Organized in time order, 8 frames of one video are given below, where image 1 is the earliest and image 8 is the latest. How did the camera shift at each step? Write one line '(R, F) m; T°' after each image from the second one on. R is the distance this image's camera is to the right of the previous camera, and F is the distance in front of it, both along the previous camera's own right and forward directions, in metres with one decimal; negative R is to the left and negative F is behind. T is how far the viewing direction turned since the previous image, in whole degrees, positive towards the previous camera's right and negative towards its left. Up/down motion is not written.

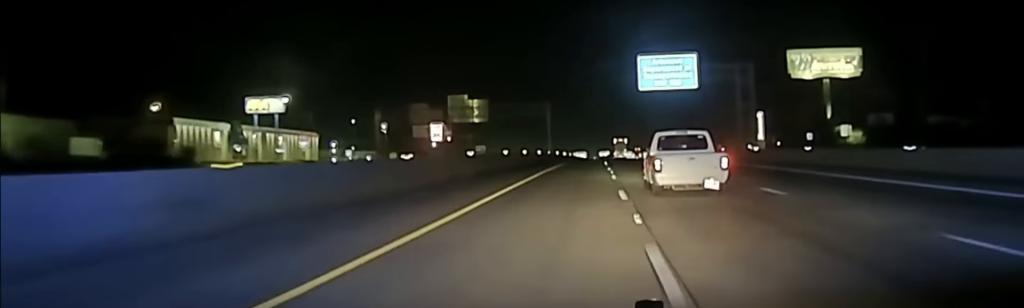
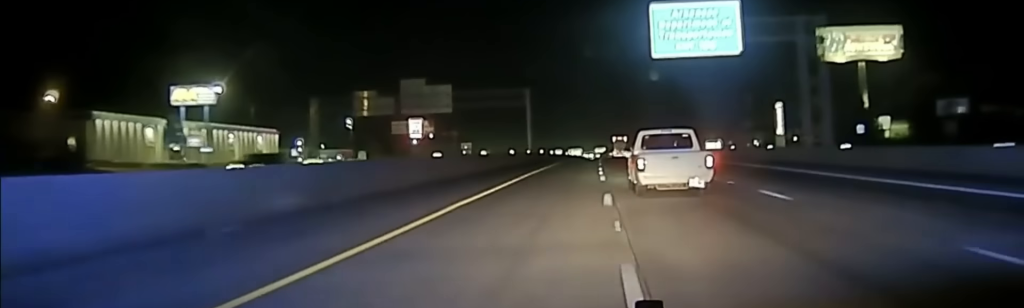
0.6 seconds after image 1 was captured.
(+0.1, +28.3) m; 0°
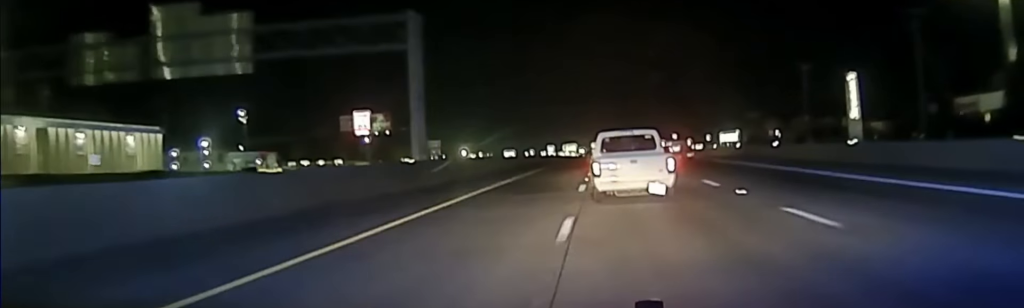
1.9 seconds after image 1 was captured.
(+0.1, +60.1) m; 0°
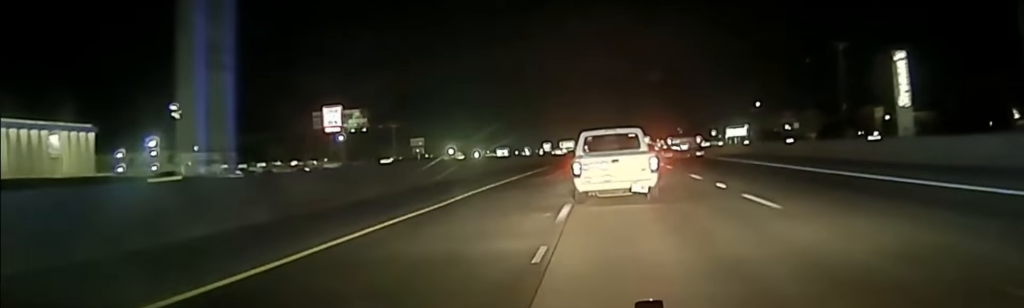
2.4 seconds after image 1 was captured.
(-0.1, +22.3) m; 0°
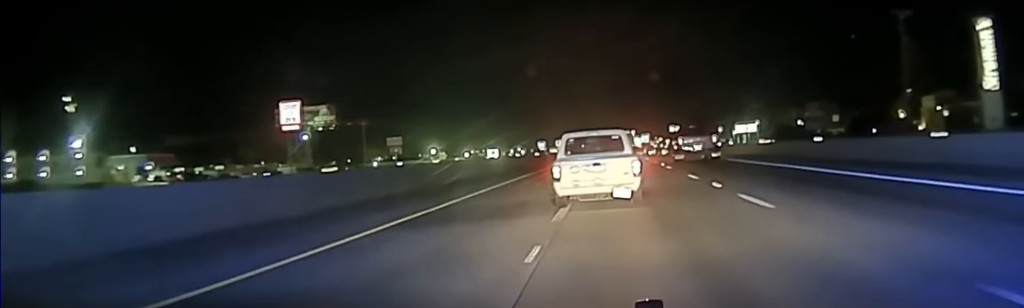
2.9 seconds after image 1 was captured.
(+0.2, +24.0) m; 0°
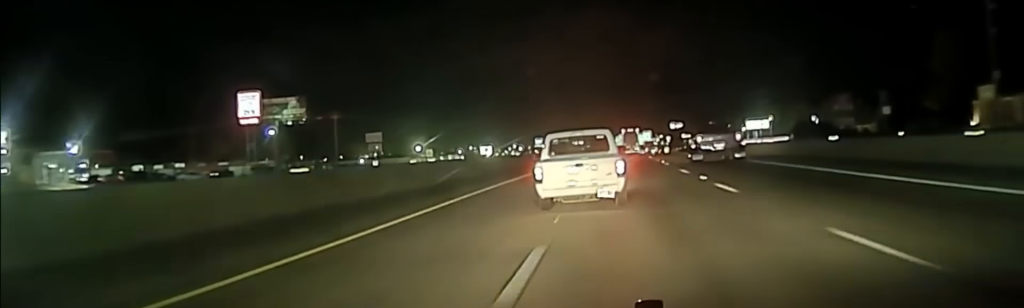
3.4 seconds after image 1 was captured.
(+0.1, +19.7) m; 0°
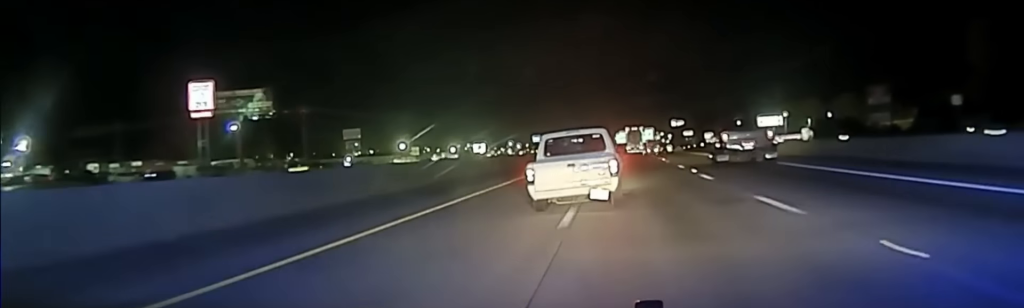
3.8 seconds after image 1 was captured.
(0.0, +18.1) m; 0°
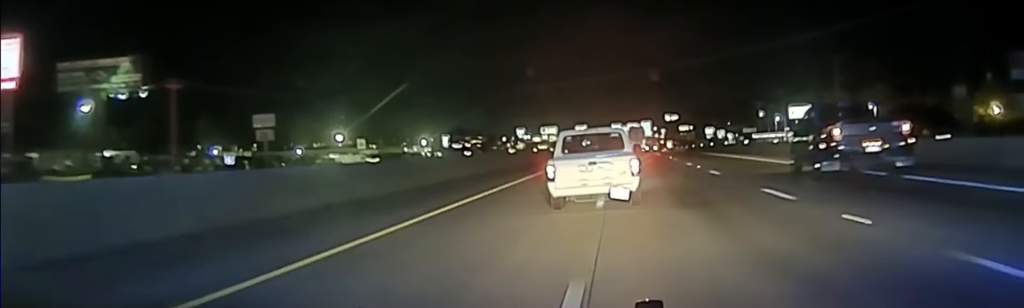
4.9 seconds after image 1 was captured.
(+0.1, +43.9) m; 0°
